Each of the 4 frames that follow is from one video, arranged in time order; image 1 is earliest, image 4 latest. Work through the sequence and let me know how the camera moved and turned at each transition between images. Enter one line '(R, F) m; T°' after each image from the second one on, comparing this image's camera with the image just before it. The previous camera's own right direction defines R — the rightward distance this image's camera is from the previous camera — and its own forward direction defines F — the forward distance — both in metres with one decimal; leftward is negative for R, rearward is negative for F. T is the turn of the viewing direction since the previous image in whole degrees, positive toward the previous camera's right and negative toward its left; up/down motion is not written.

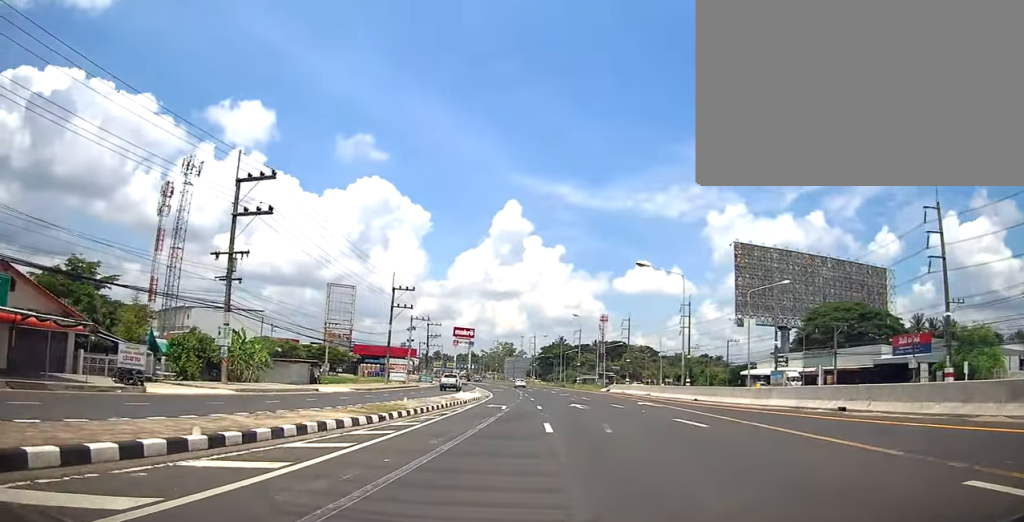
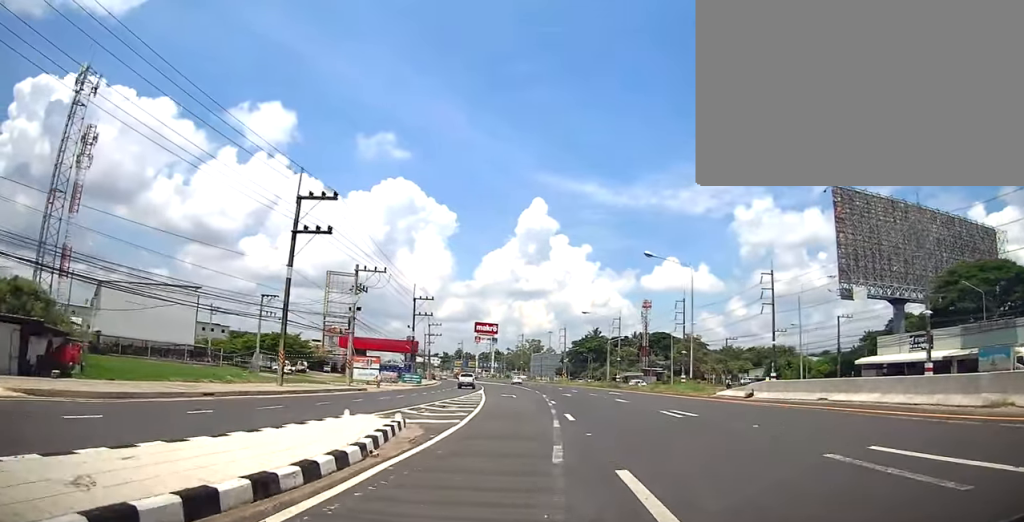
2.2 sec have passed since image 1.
(-0.9, +32.6) m; -2°
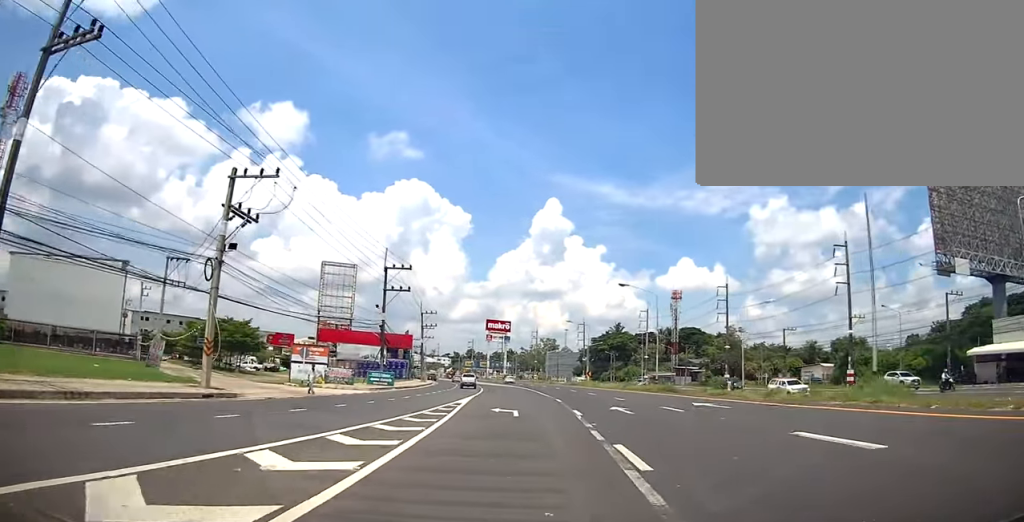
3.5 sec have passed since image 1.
(-0.1, +20.2) m; -2°
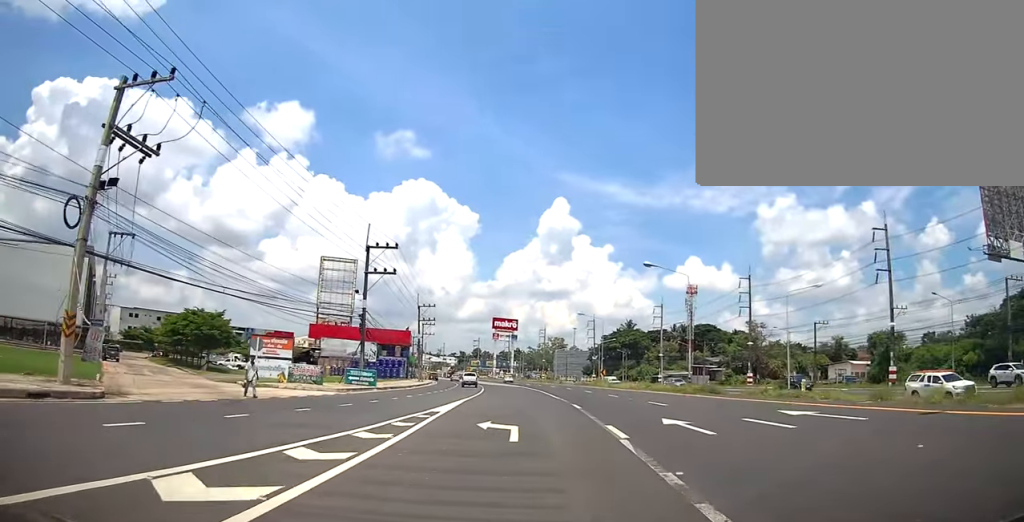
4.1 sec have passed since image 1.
(-0.1, +8.0) m; -1°
